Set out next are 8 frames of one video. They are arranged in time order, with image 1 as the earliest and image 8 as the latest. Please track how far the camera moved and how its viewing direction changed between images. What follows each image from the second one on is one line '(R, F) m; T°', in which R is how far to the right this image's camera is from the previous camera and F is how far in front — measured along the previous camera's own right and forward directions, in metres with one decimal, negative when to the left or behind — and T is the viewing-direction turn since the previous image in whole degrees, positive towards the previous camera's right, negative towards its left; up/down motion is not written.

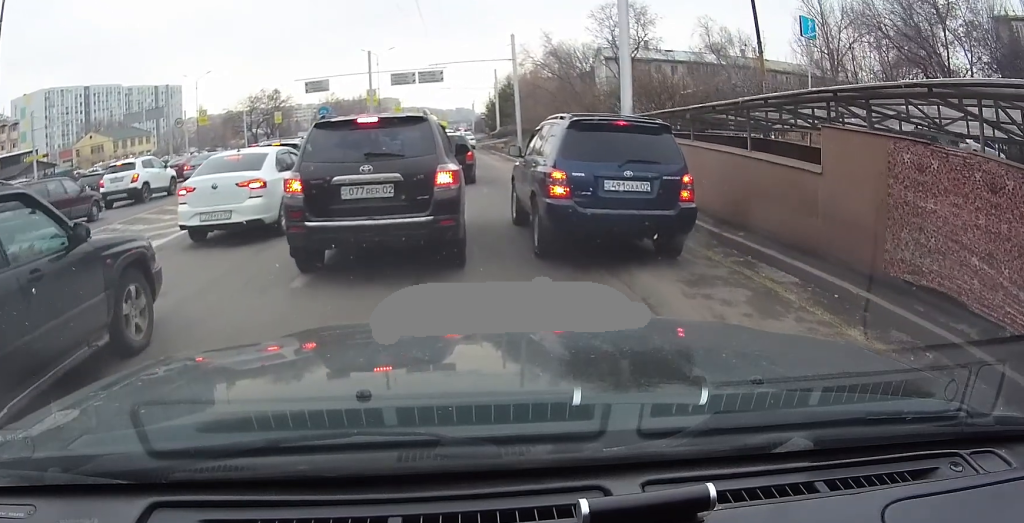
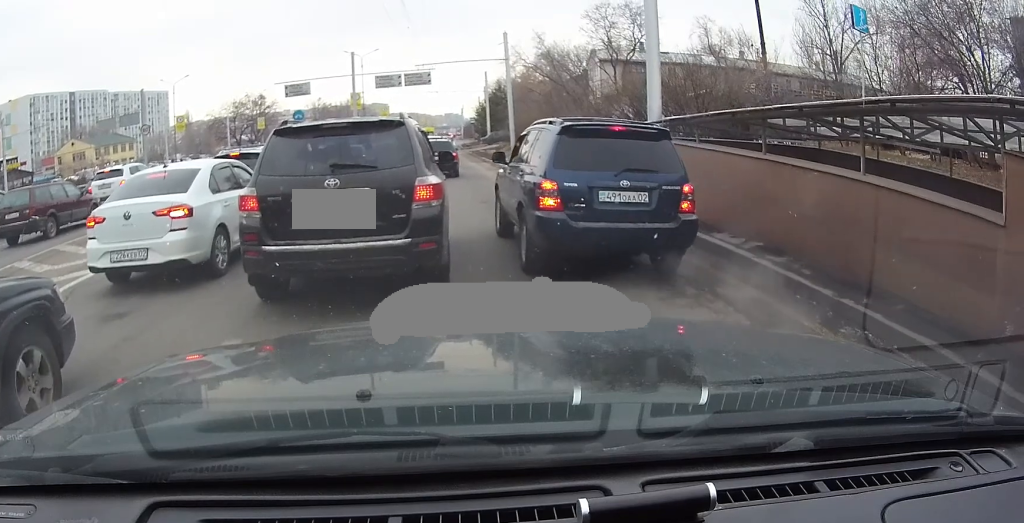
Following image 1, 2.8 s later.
(+0.2, +4.2) m; +3°
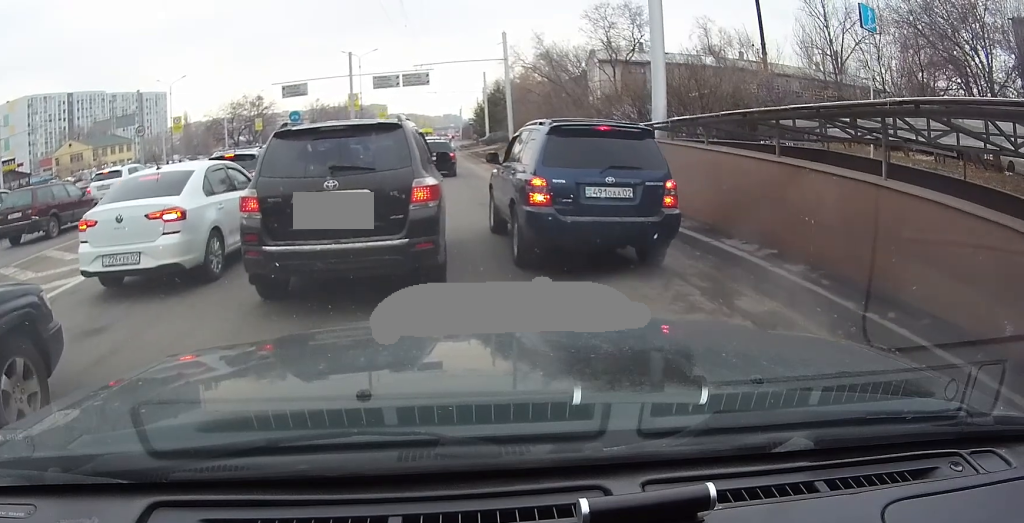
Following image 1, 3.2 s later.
(0.0, +0.6) m; 0°
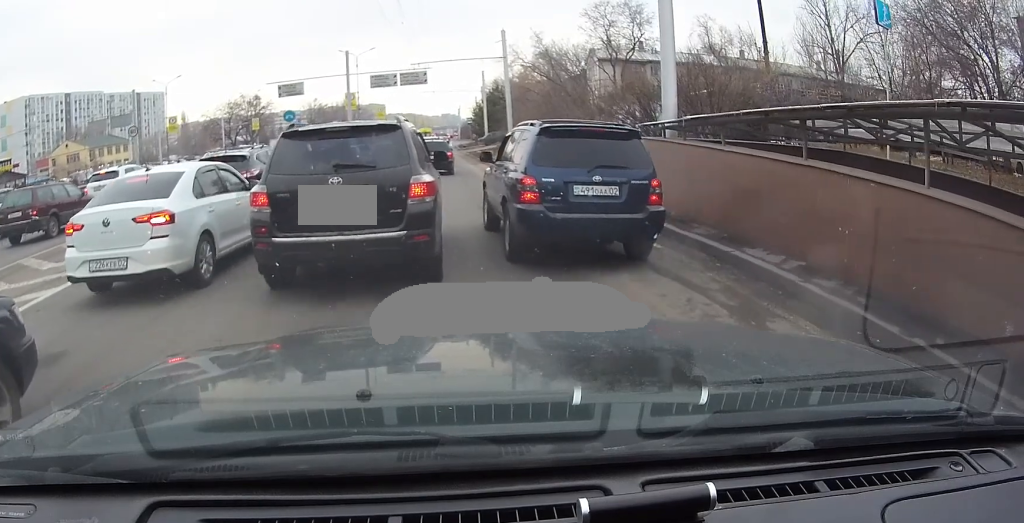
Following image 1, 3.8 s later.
(0.0, +1.1) m; 0°
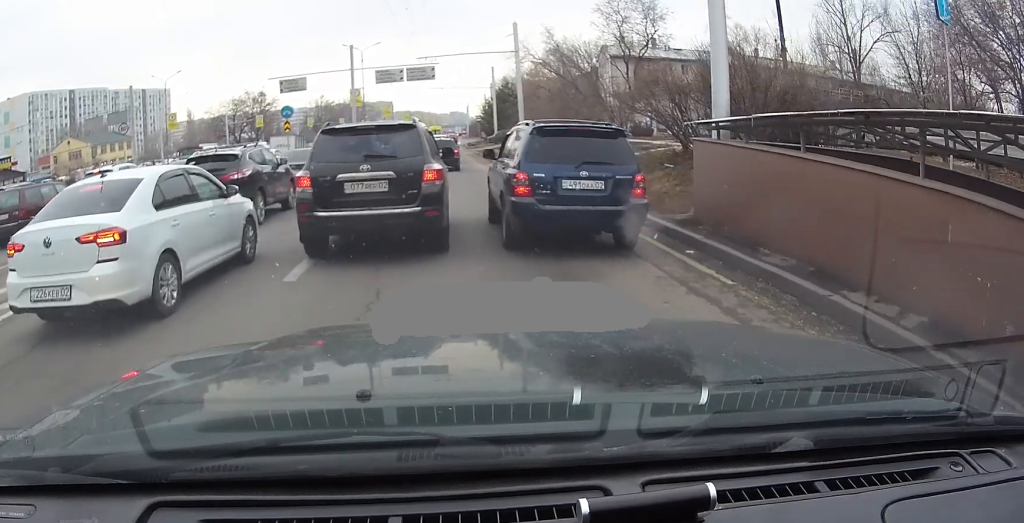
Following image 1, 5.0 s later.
(0.0, +2.9) m; -1°
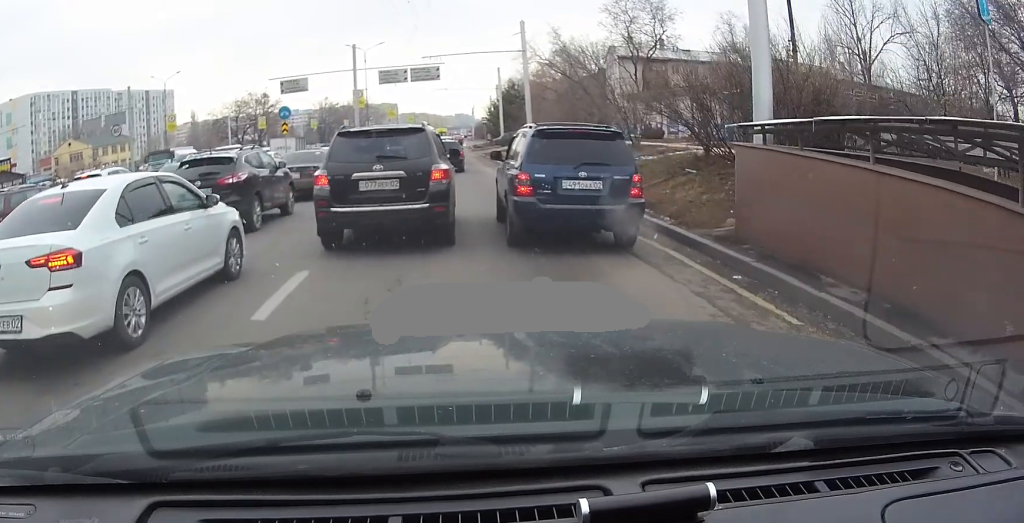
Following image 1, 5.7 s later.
(0.0, +1.9) m; 0°
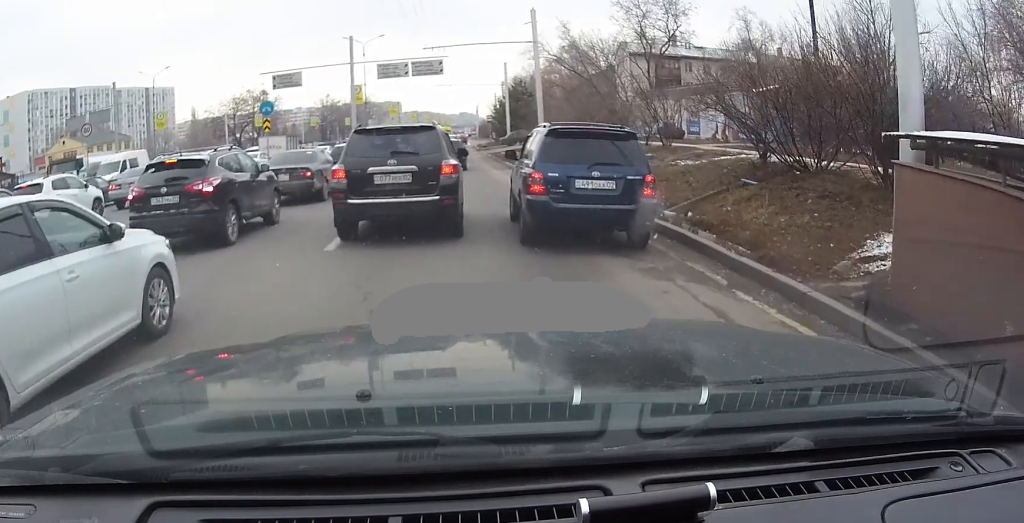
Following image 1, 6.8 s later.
(0.0, +4.0) m; 0°
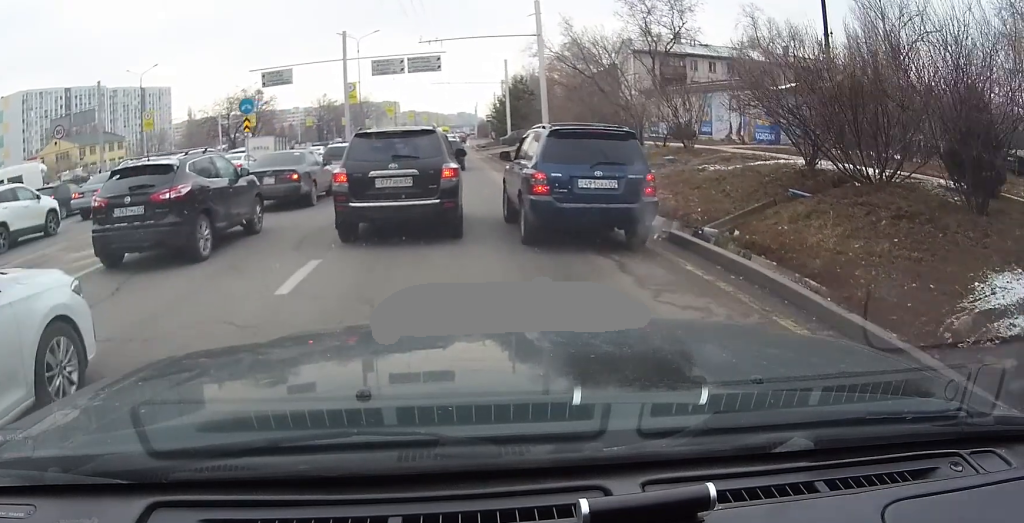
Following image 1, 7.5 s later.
(0.0, +2.5) m; 0°
